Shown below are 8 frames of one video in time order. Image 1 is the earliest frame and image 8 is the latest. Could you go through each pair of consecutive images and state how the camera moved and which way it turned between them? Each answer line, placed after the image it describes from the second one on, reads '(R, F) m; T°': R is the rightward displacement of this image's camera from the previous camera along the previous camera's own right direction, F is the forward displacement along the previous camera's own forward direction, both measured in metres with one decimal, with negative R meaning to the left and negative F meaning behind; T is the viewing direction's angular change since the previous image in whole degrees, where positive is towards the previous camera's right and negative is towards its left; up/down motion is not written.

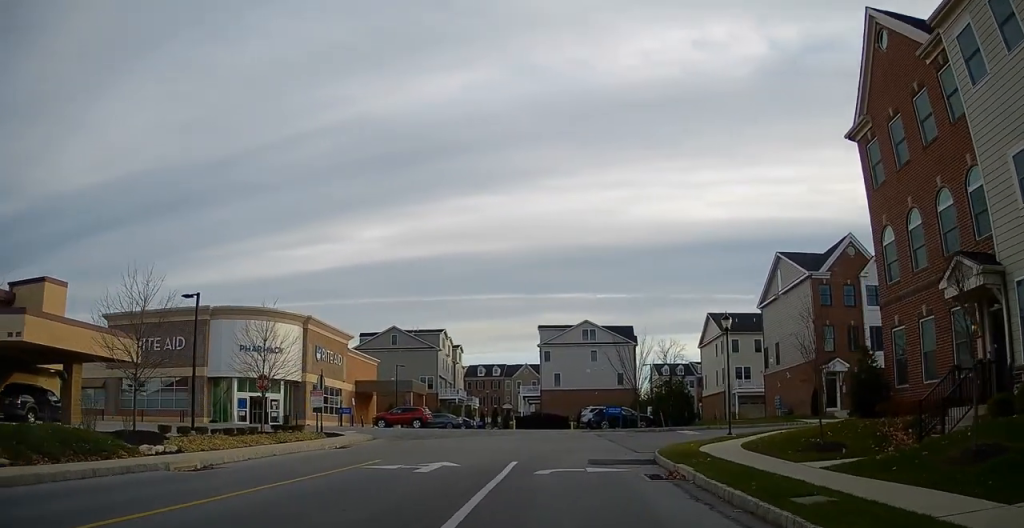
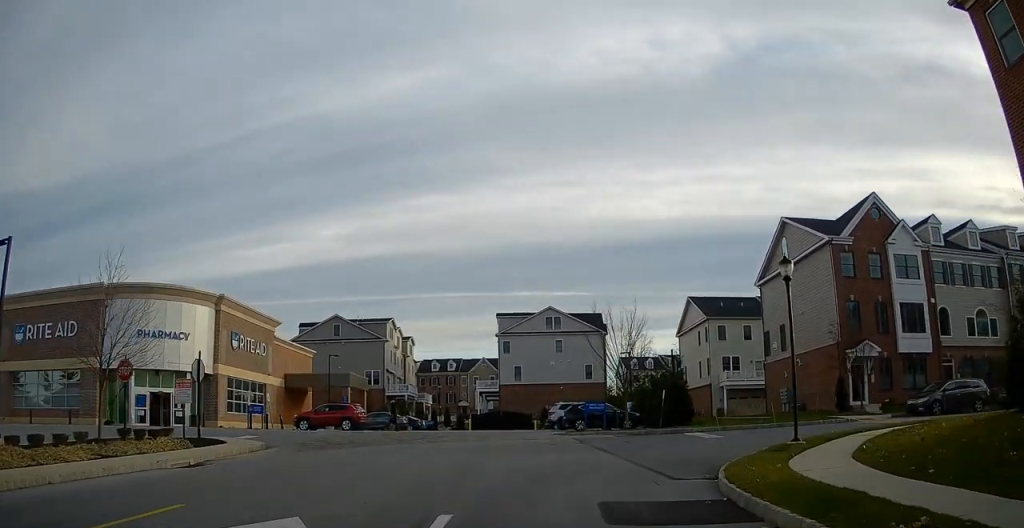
(+0.8, +9.4) m; +10°
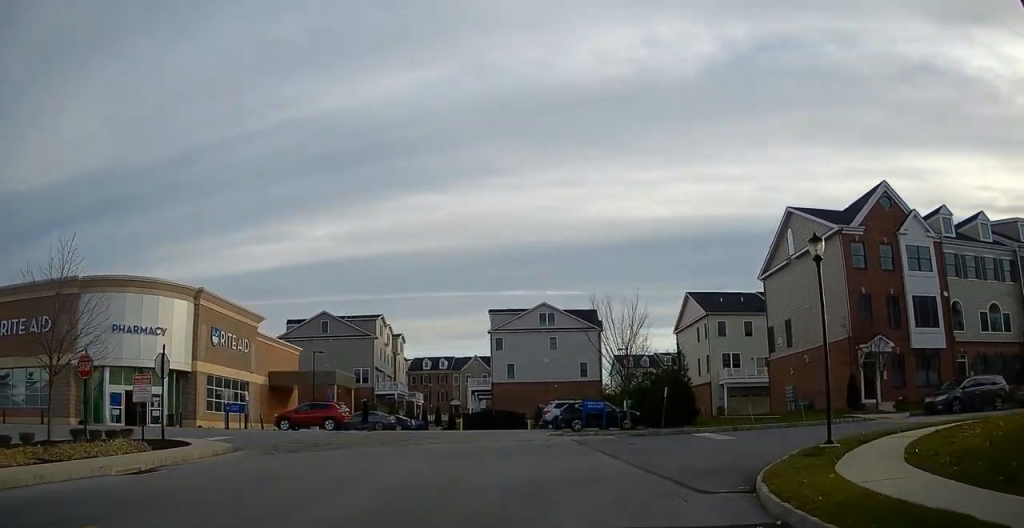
(+0.4, +2.5) m; +2°
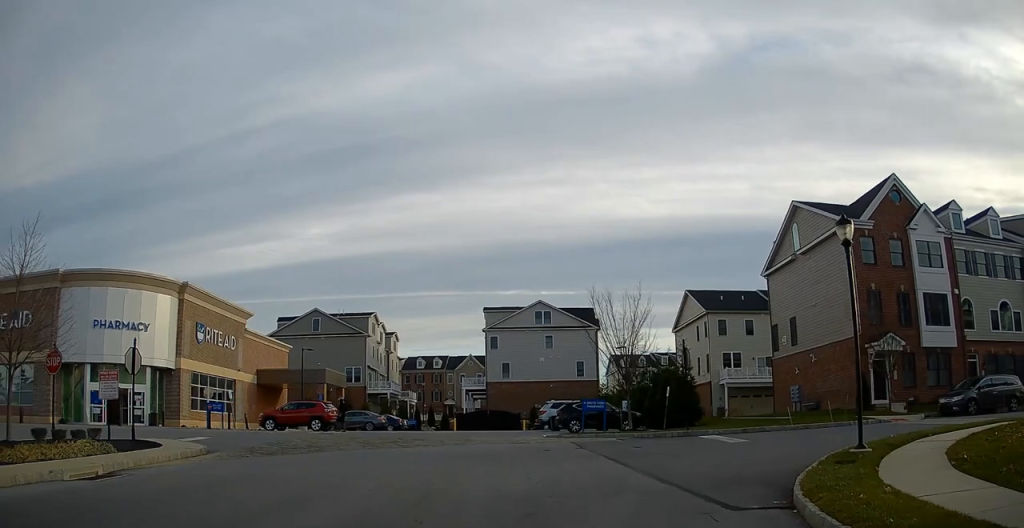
(+0.2, +2.0) m; +1°
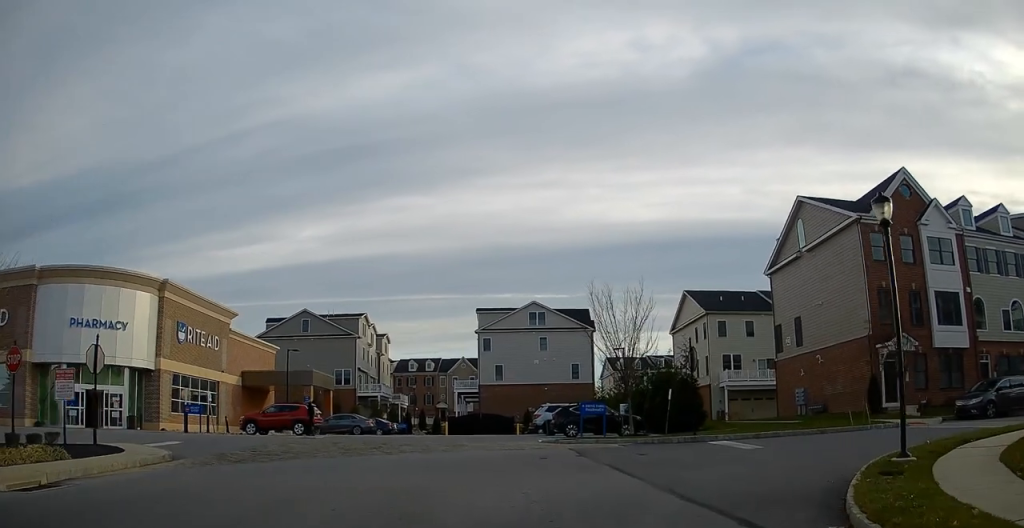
(-0.2, +2.2) m; +1°
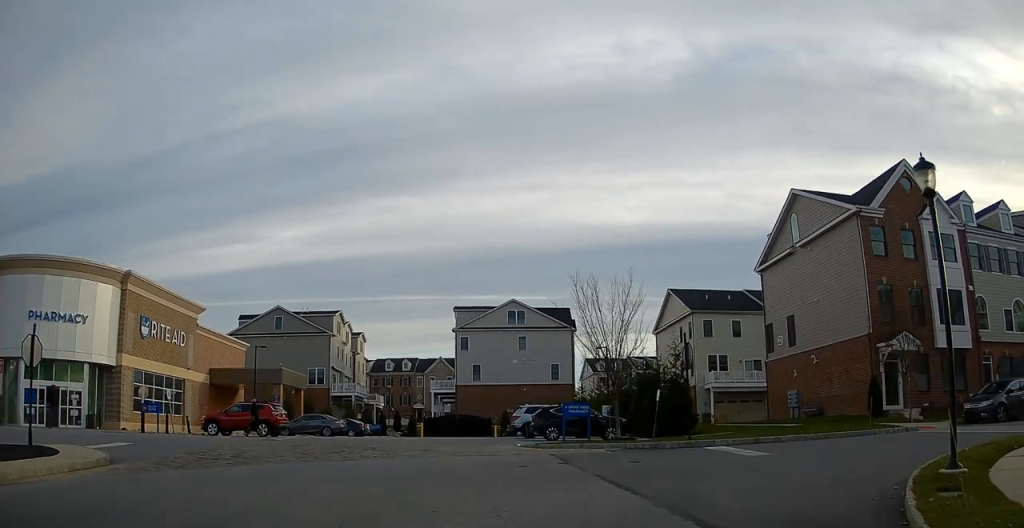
(-0.2, +2.7) m; +1°
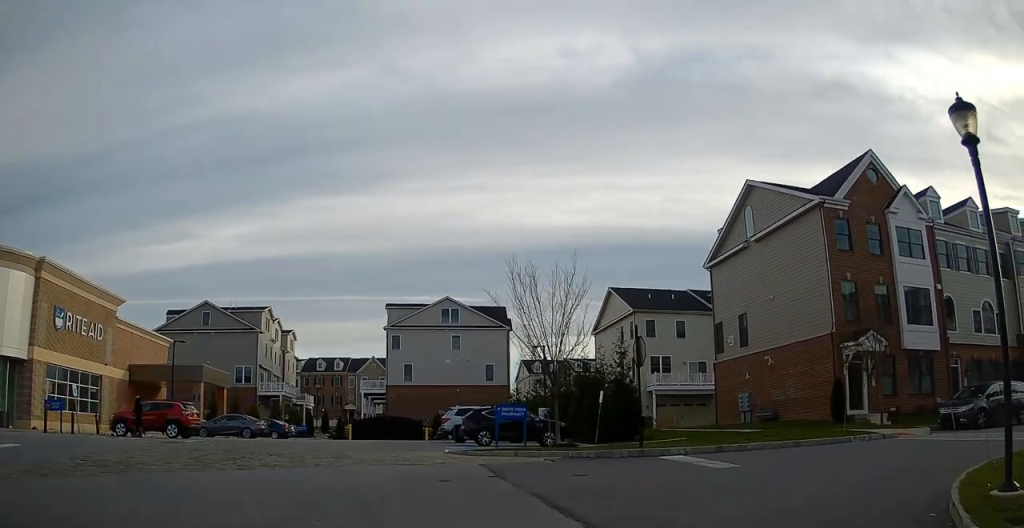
(+0.5, +3.2) m; +3°
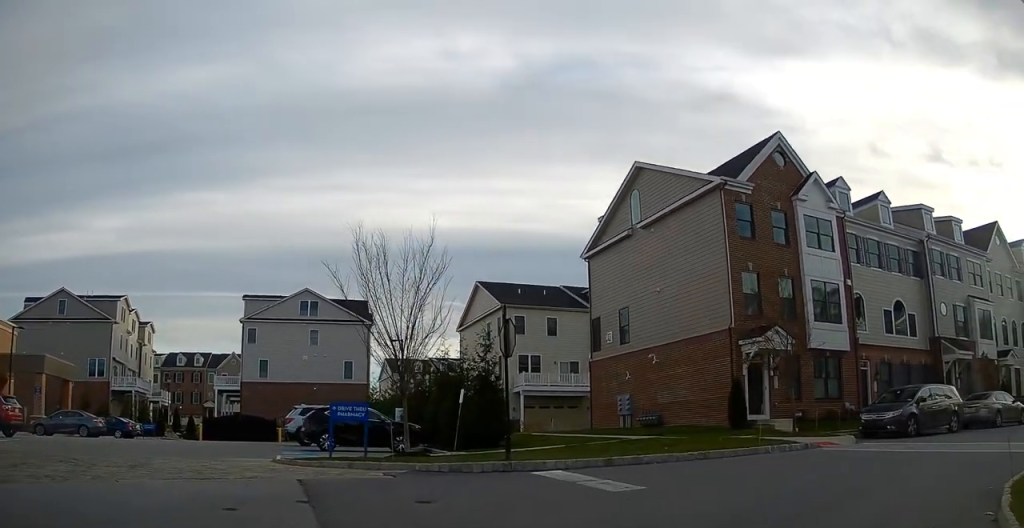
(-0.1, +4.2) m; +10°
